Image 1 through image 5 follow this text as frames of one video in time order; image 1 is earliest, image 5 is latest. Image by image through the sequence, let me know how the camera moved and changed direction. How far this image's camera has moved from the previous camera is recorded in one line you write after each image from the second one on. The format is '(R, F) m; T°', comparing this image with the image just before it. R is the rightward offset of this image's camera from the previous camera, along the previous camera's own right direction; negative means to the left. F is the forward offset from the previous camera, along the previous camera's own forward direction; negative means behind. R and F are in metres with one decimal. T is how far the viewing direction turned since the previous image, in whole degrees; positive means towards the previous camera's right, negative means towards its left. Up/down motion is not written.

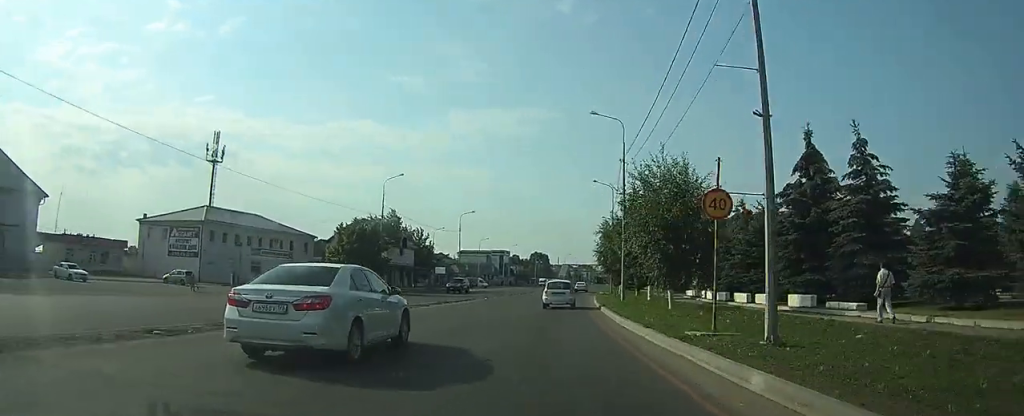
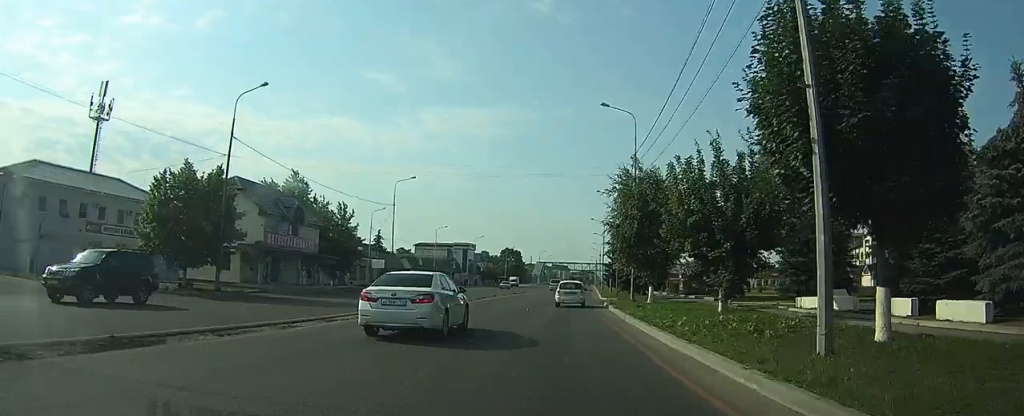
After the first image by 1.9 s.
(+0.7, +28.1) m; +2°
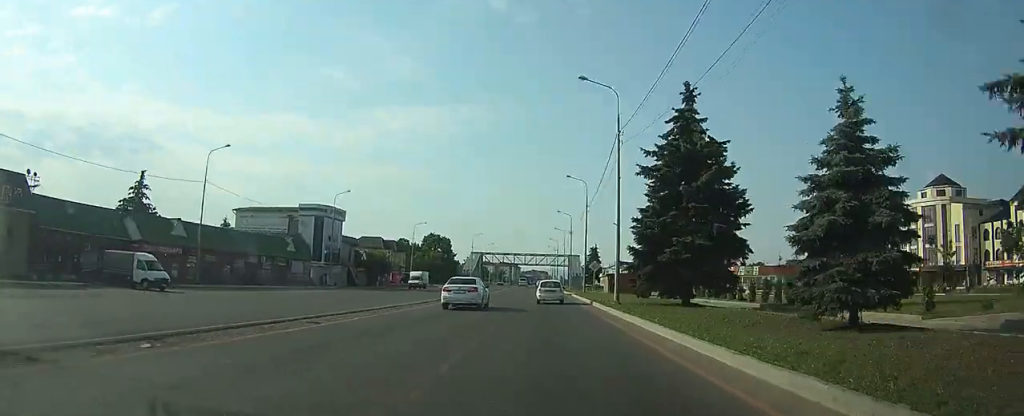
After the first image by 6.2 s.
(+5.4, +71.1) m; +6°
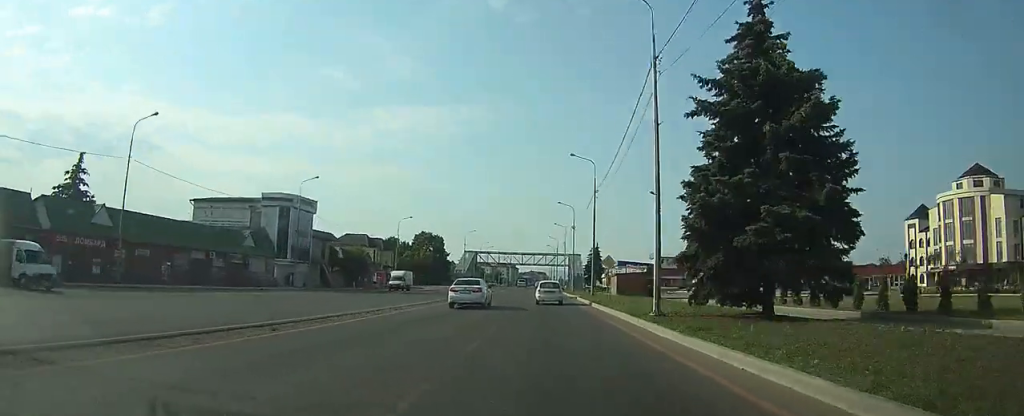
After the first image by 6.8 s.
(0.0, +10.8) m; 0°
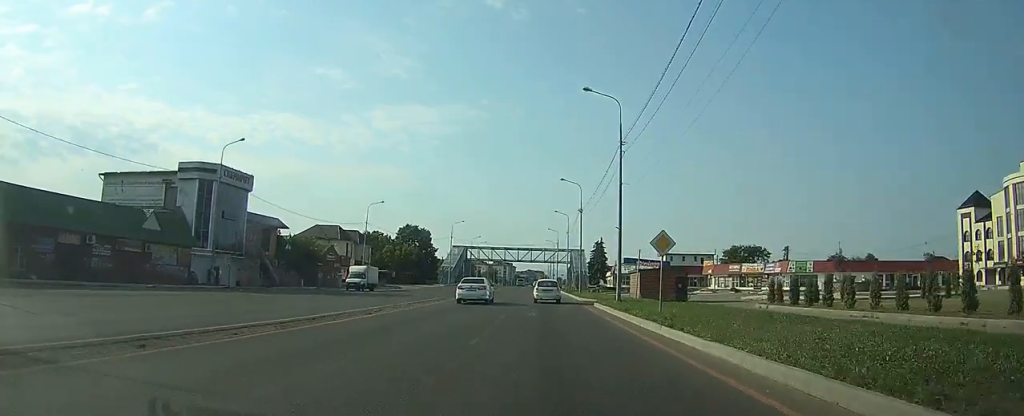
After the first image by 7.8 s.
(0.0, +17.3) m; 0°
